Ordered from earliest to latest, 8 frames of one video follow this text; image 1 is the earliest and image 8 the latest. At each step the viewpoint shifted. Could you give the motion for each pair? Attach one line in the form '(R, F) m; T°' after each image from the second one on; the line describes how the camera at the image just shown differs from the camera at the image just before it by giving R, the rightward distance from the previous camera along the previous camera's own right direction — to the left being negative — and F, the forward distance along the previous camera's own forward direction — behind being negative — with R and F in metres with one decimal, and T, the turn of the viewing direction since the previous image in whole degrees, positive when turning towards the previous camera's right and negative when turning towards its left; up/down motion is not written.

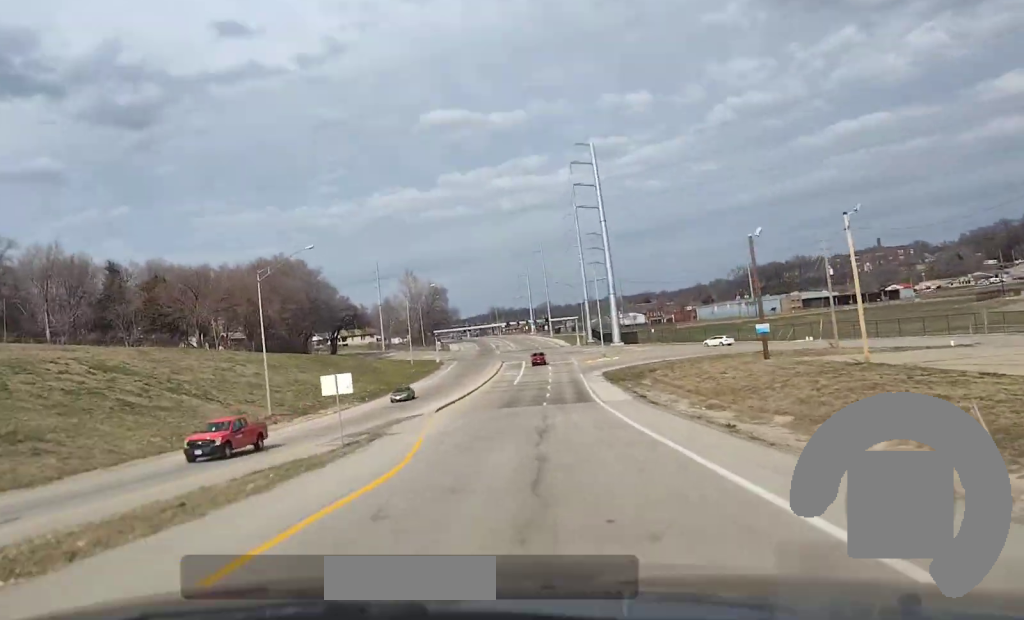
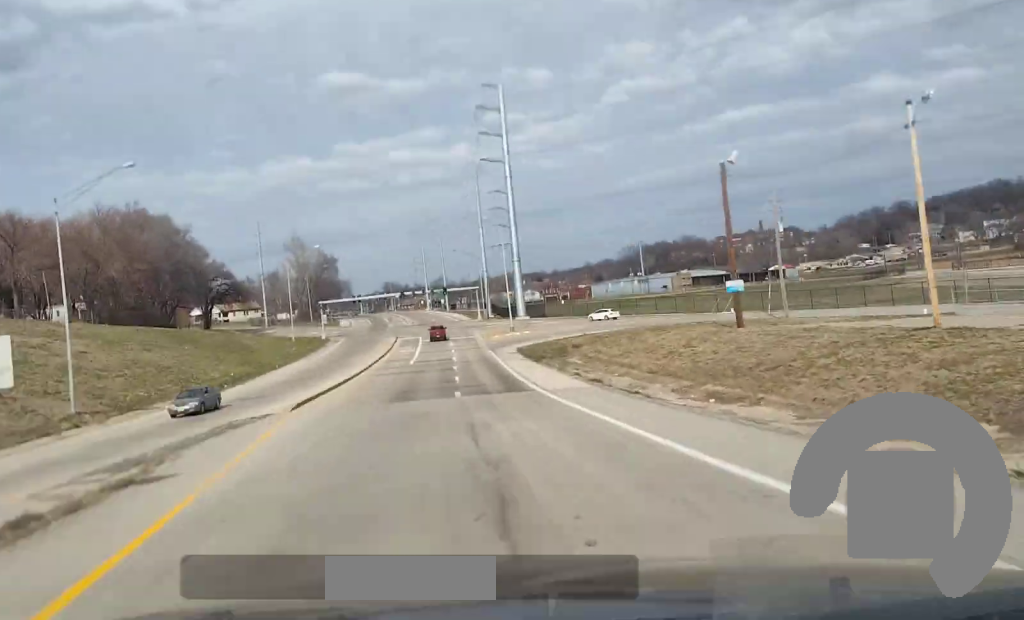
(+0.3, +18.6) m; +1°
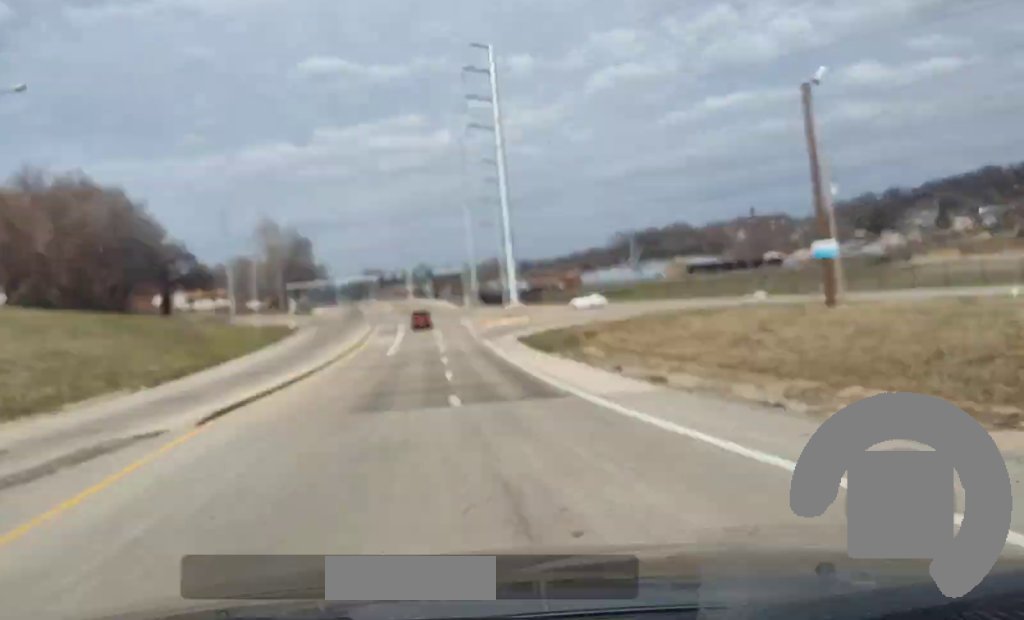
(0.0, +12.3) m; 0°
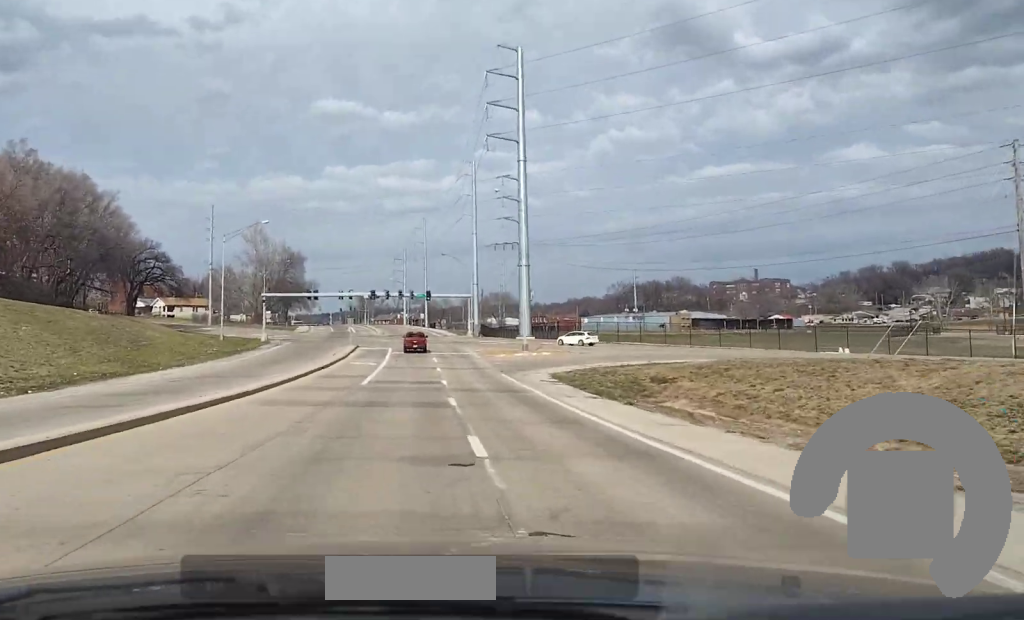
(+0.2, +21.3) m; +1°
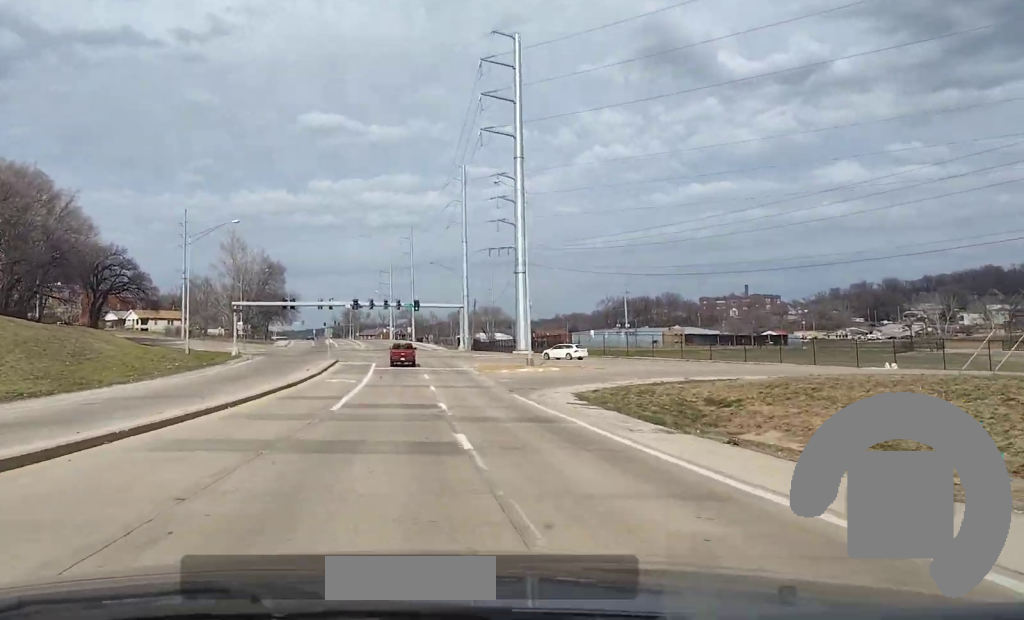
(0.0, +9.8) m; 0°
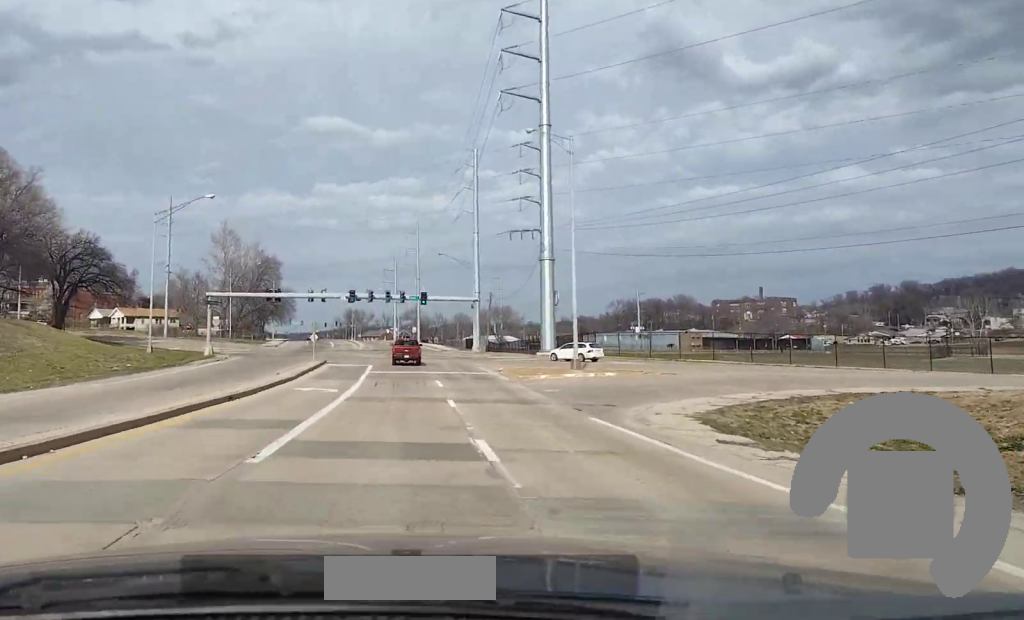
(+0.2, +16.3) m; +1°
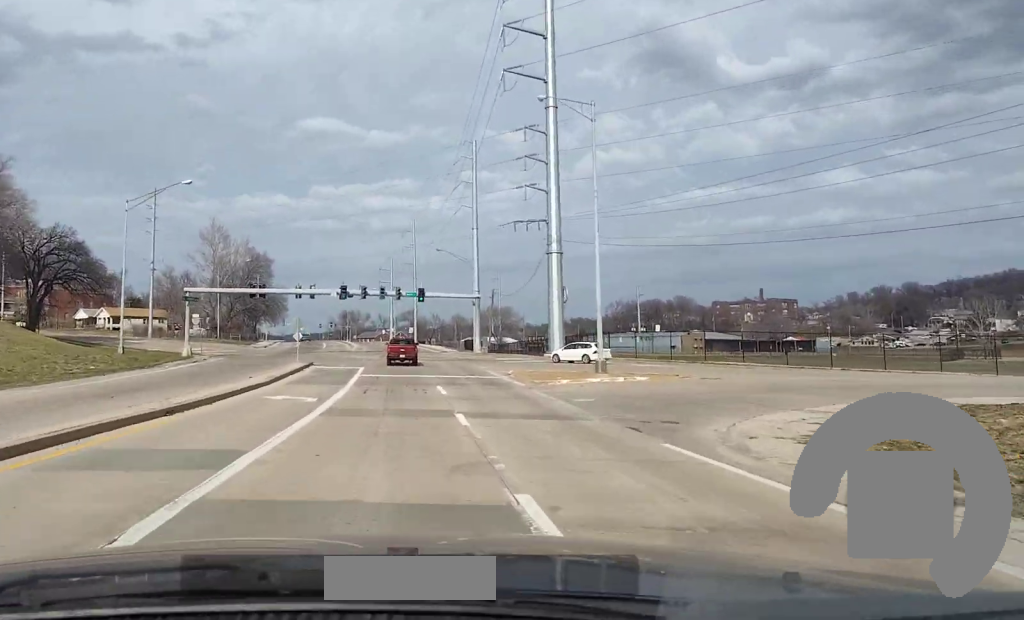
(+0.1, +6.5) m; +1°
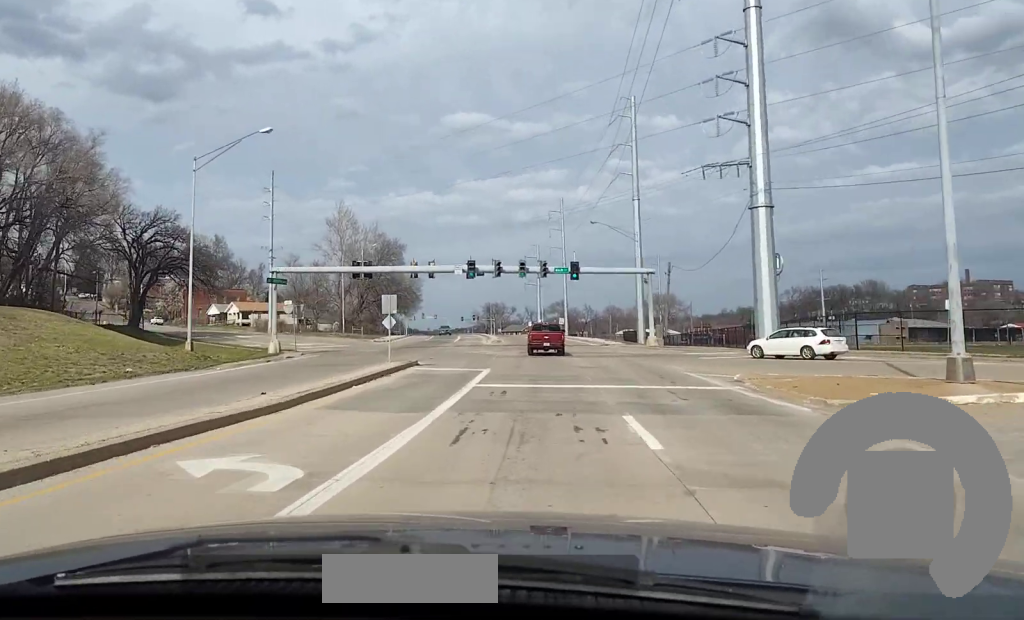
(0.0, +17.4) m; 0°
